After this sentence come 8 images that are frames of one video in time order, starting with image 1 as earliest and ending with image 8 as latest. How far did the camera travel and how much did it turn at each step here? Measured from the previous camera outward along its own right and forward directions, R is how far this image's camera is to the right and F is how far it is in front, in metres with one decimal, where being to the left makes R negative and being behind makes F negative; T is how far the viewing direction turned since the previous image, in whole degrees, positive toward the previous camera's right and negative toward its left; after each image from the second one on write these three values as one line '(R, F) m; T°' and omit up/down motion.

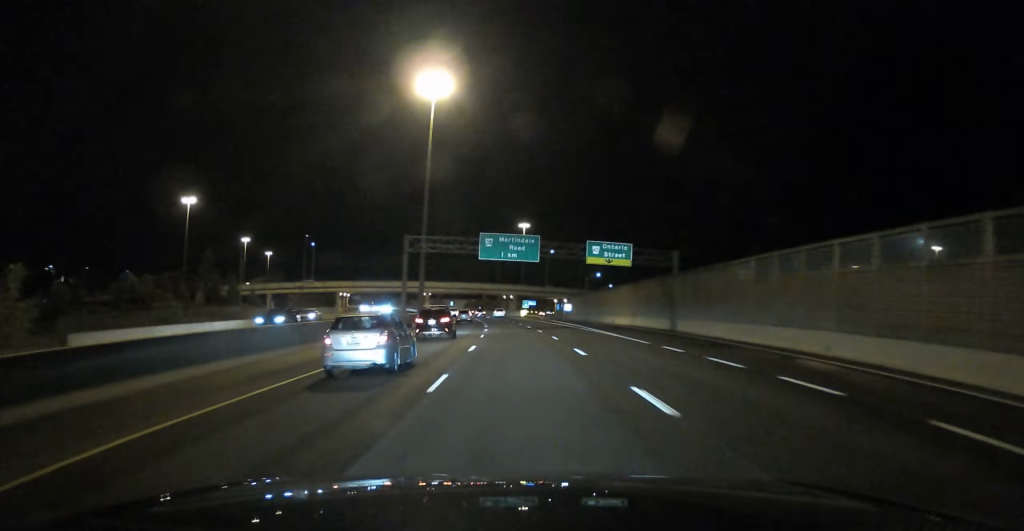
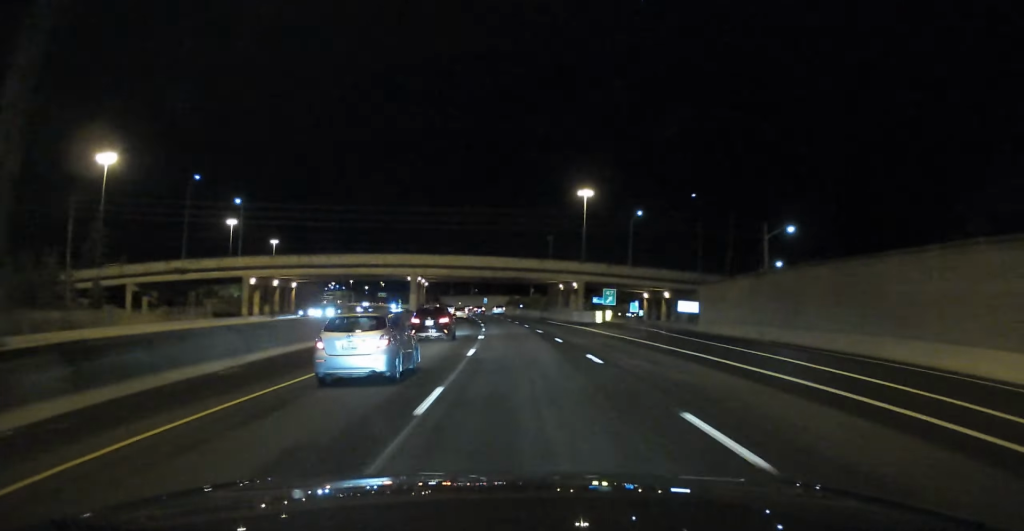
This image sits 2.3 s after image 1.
(-0.6, +71.2) m; -5°
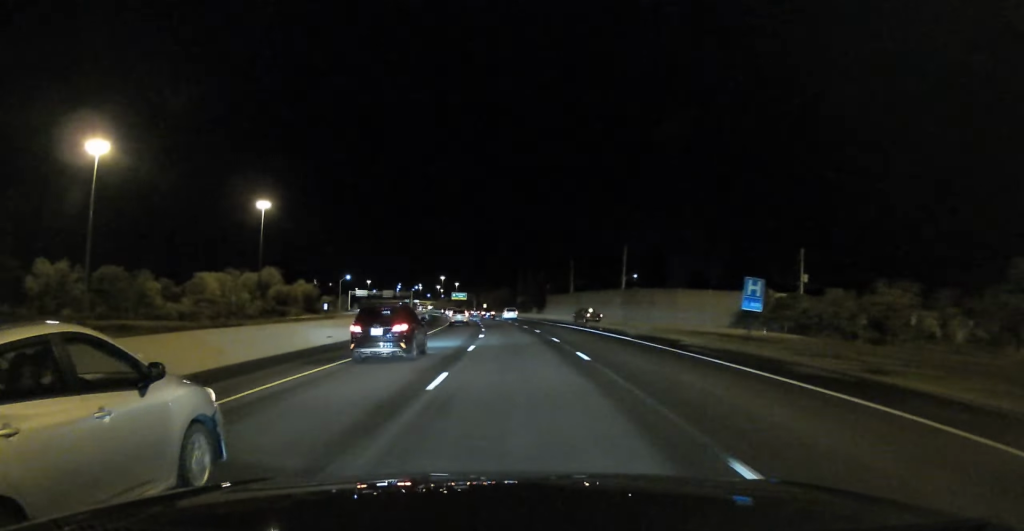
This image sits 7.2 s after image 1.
(-14.3, +150.0) m; -10°
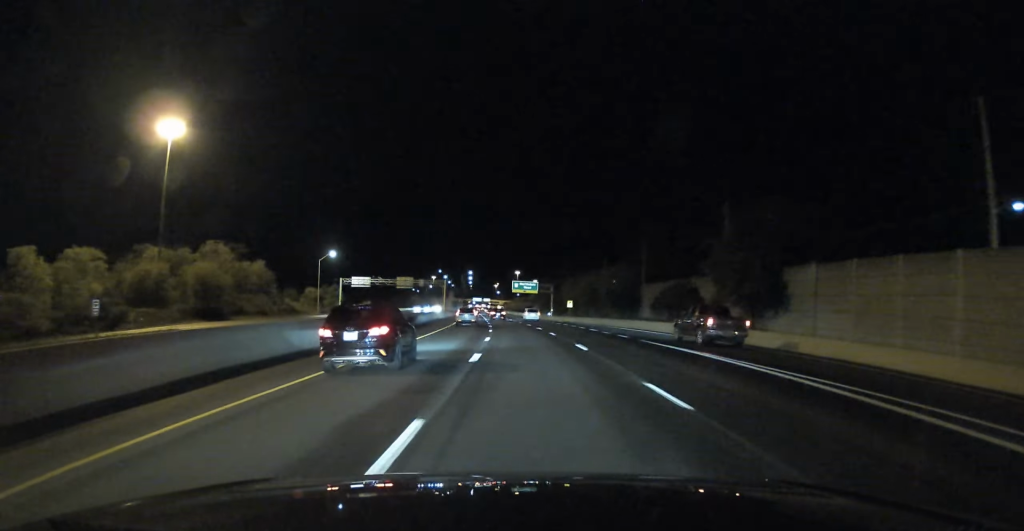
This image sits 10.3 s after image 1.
(-6.2, +92.4) m; -4°
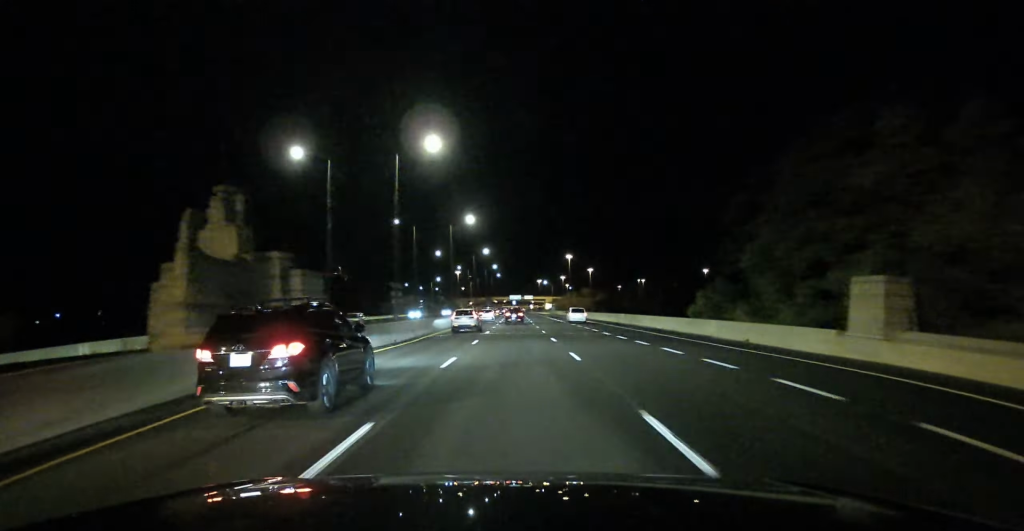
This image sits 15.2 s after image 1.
(-6.3, +136.0) m; -3°
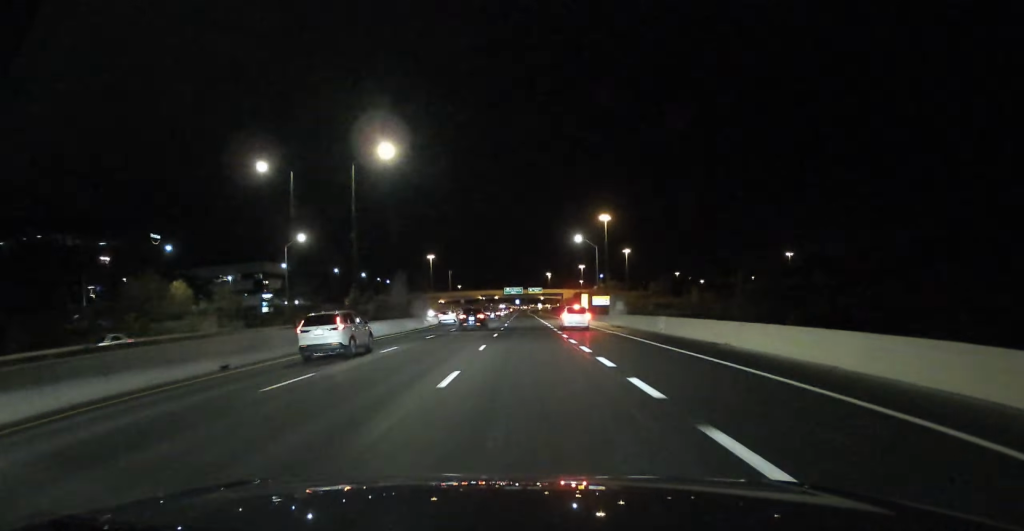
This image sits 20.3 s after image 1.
(-1.2, +122.7) m; -1°
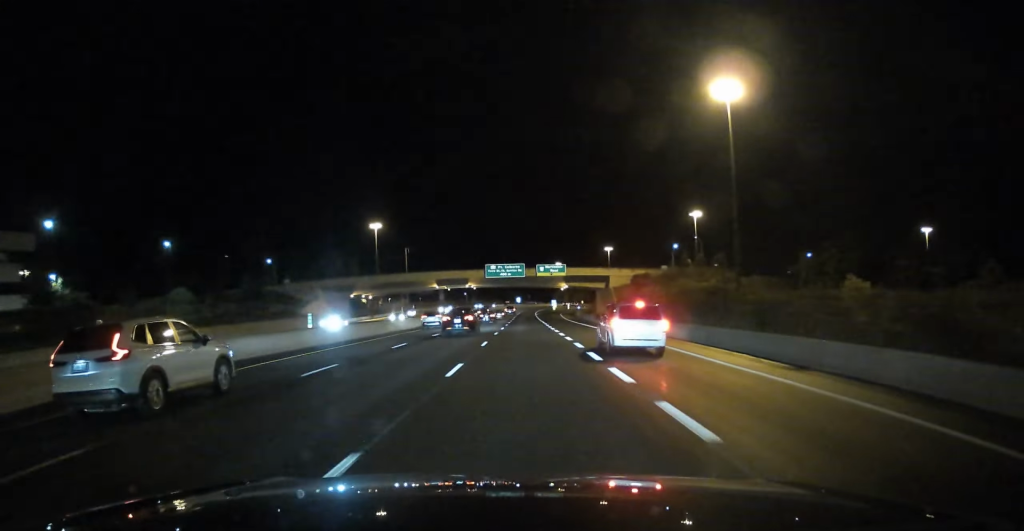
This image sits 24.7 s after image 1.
(-0.4, +125.6) m; +1°
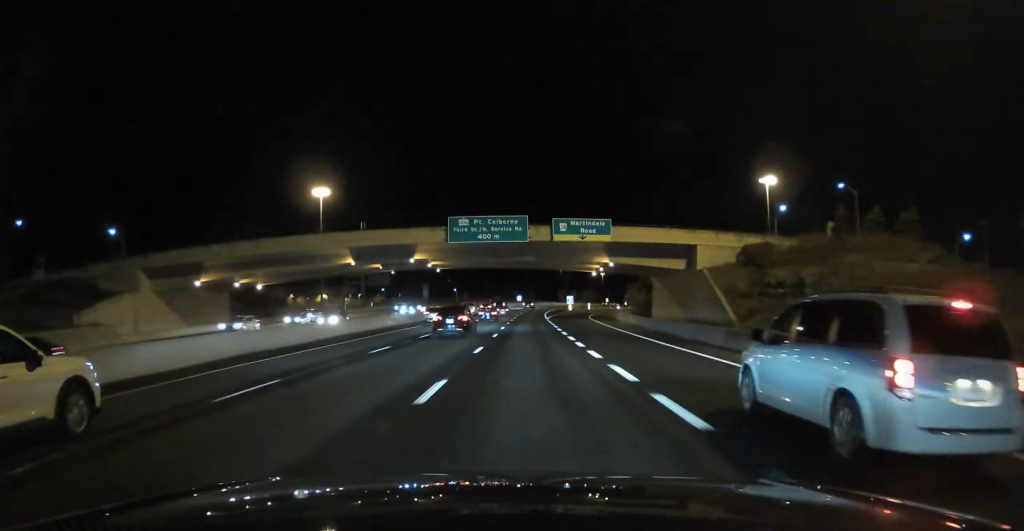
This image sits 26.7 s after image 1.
(-1.6, +77.3) m; +1°
